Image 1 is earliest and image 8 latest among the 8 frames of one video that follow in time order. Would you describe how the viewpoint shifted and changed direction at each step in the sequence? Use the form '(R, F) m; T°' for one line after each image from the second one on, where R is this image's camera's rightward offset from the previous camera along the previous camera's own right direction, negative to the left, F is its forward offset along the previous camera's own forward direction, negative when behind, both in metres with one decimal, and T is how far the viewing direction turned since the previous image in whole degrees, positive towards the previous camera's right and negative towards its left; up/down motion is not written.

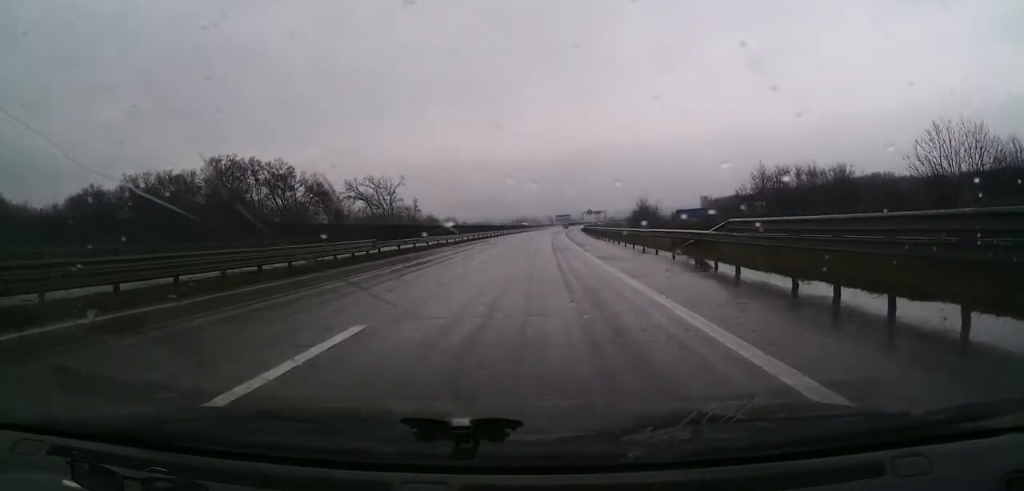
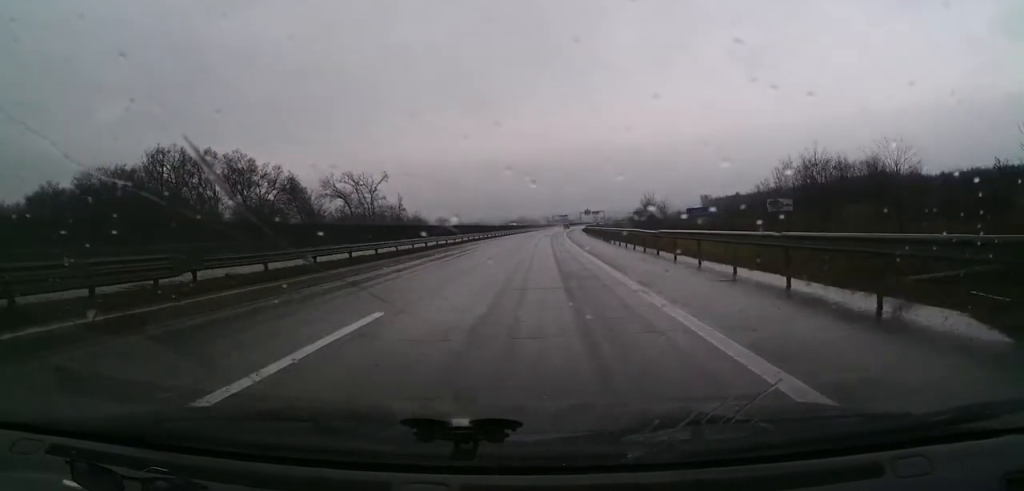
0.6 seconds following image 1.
(0.0, +17.2) m; 0°
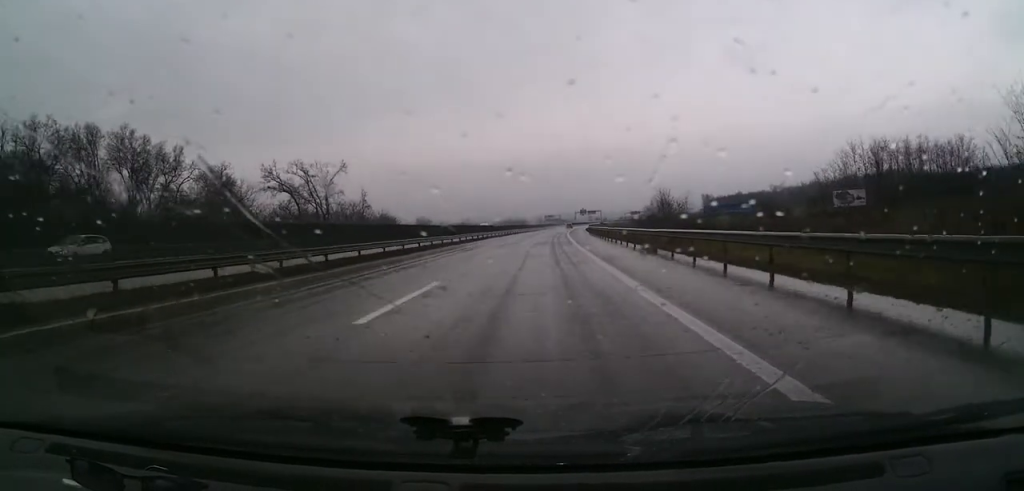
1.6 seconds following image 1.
(+0.3, +29.9) m; +1°
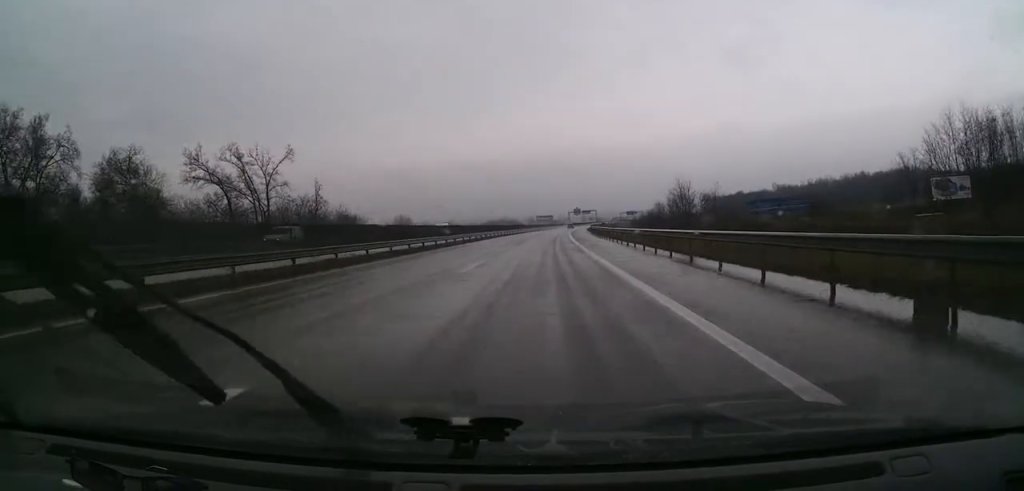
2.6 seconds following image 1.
(+0.2, +27.6) m; +1°
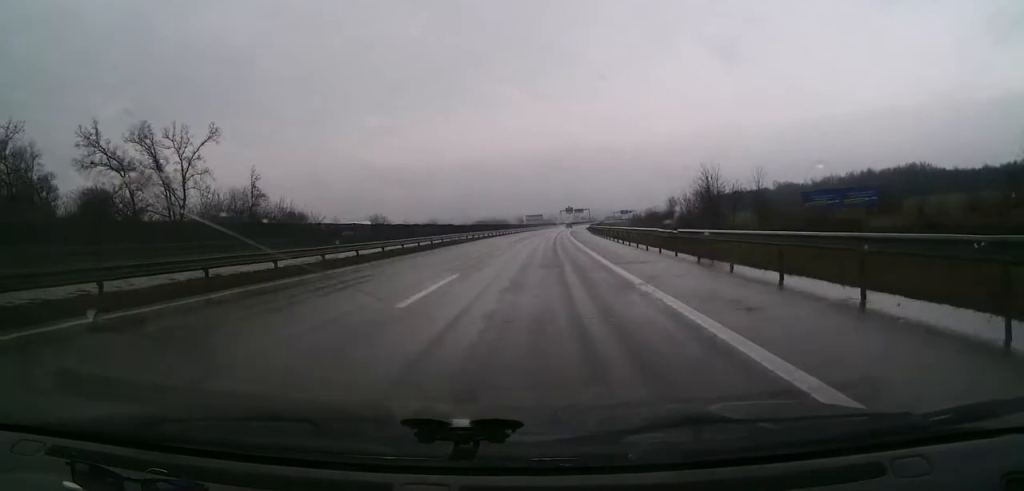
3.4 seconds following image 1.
(+0.4, +24.3) m; +1°
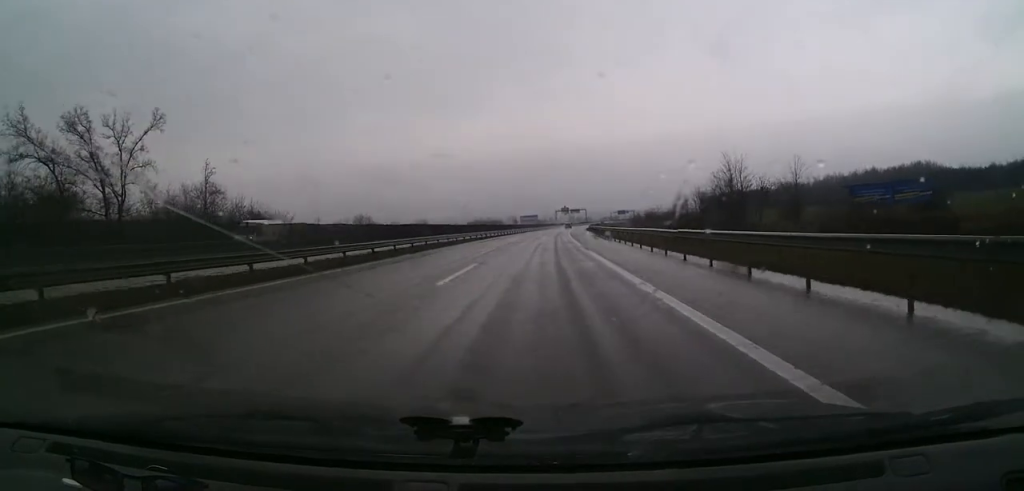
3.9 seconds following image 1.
(+0.1, +13.9) m; 0°
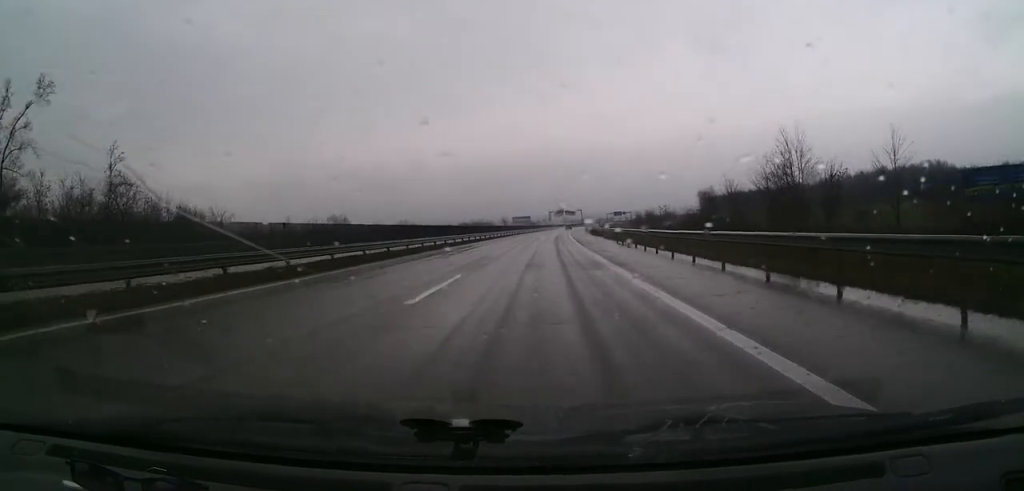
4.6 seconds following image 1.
(0.0, +20.9) m; 0°
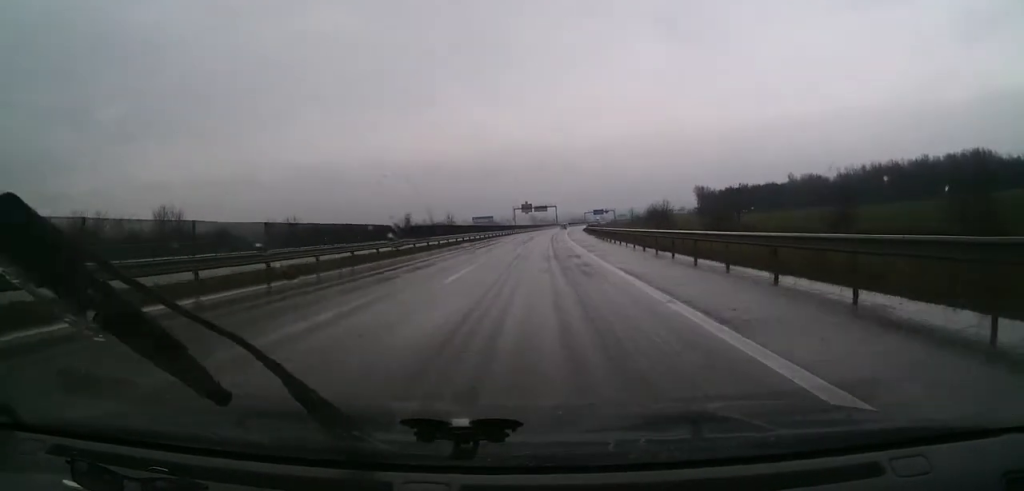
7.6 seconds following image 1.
(+1.6, +85.0) m; +3°
